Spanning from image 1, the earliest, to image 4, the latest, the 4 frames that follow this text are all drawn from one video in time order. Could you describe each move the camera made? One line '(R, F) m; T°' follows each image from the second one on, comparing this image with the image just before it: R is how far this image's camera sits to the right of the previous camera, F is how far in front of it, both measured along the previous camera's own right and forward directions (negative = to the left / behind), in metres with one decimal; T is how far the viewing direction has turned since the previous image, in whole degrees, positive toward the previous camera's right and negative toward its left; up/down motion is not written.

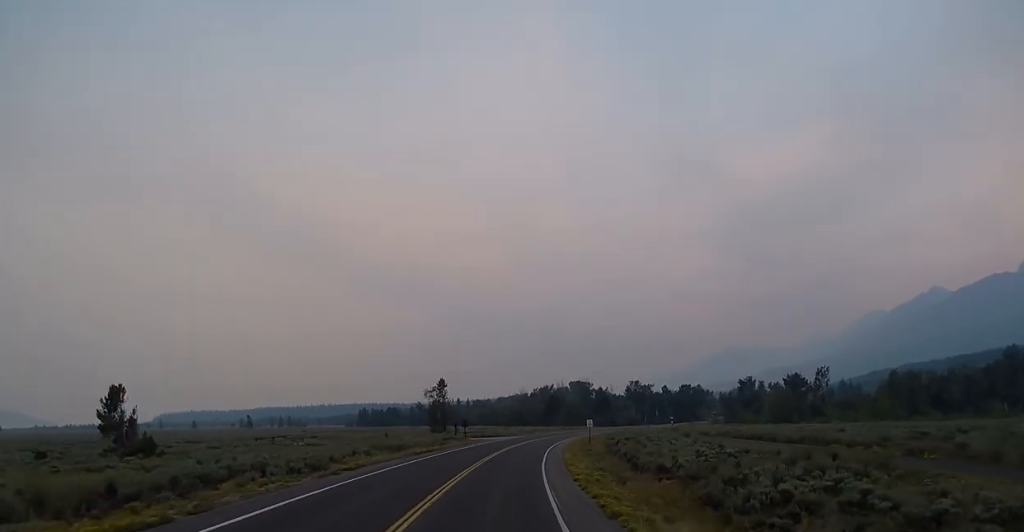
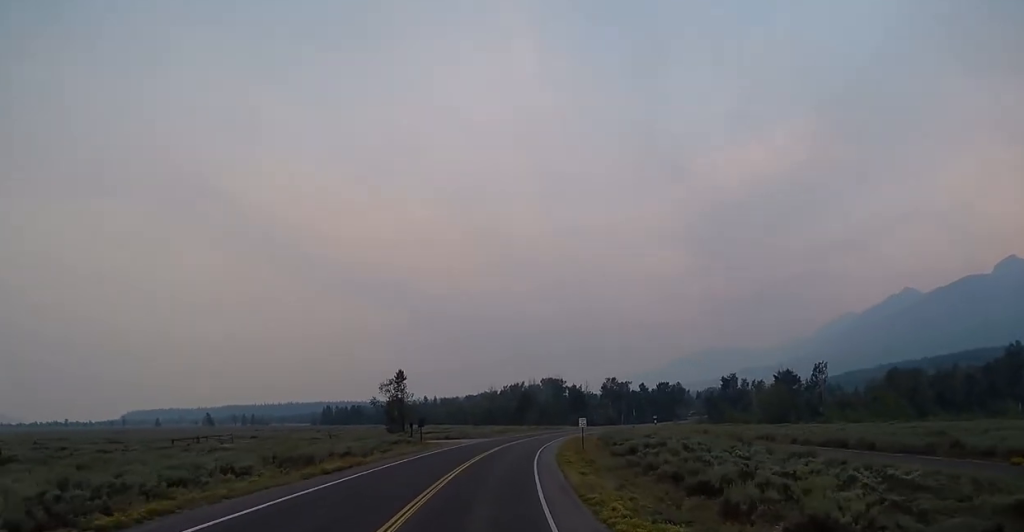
(+0.2, +16.6) m; +2°
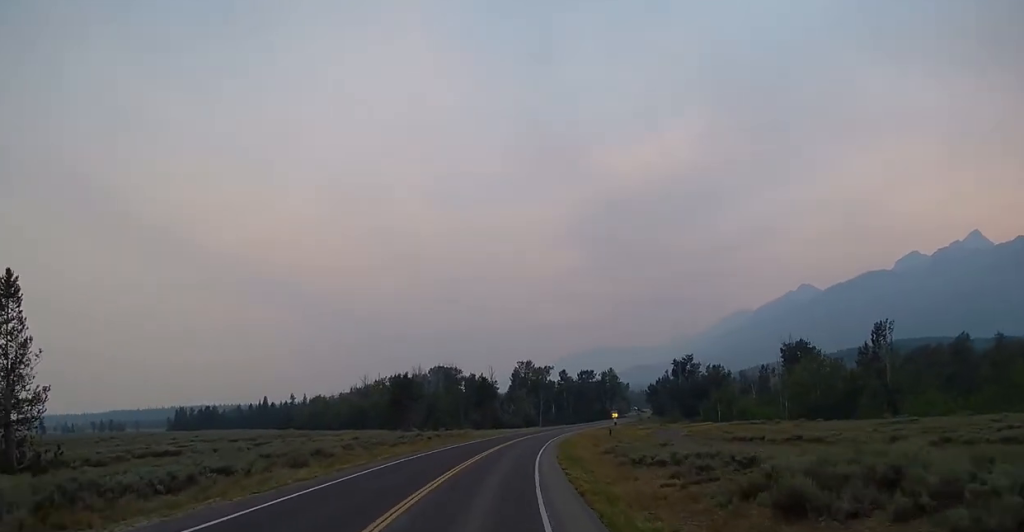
(+6.4, +75.4) m; +10°
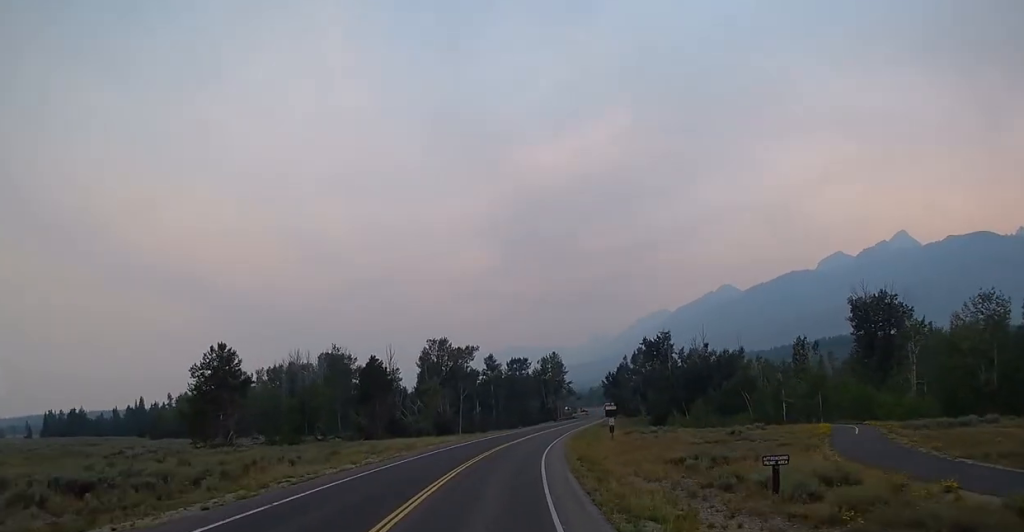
(+2.1, +59.7) m; +6°
